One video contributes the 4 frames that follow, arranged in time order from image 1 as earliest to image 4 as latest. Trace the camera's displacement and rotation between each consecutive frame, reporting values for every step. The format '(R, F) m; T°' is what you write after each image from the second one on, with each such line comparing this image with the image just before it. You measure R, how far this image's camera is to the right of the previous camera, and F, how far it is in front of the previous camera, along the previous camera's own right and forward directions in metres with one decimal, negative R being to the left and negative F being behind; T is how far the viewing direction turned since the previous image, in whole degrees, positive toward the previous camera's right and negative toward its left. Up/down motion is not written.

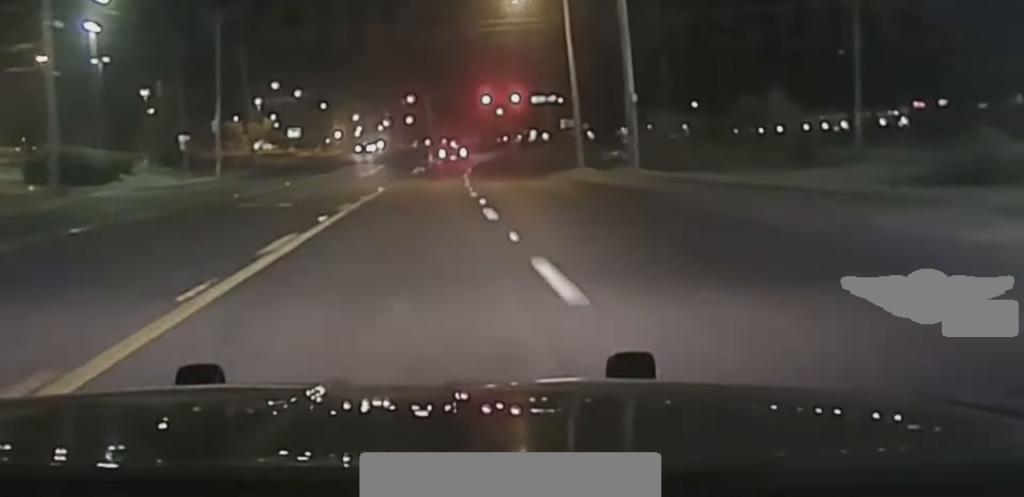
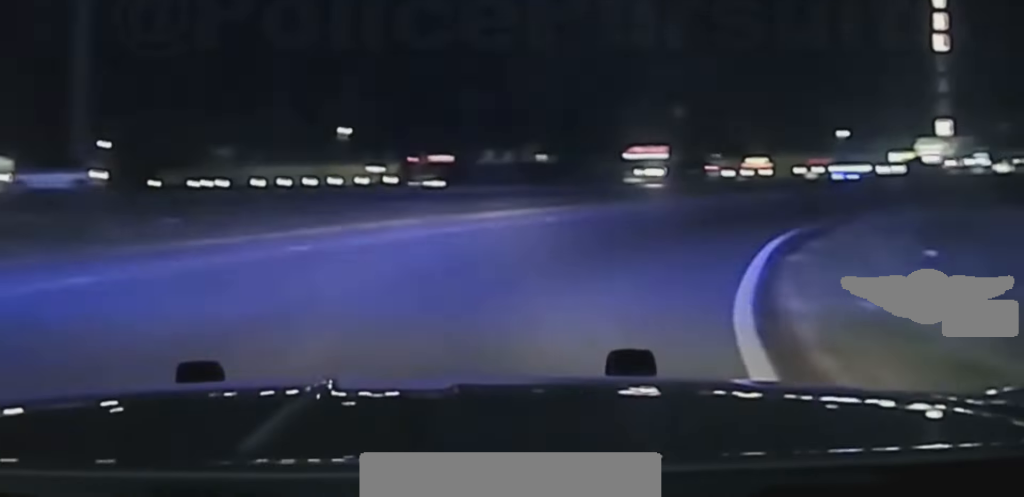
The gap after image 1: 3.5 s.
(+19.1, +76.3) m; +44°
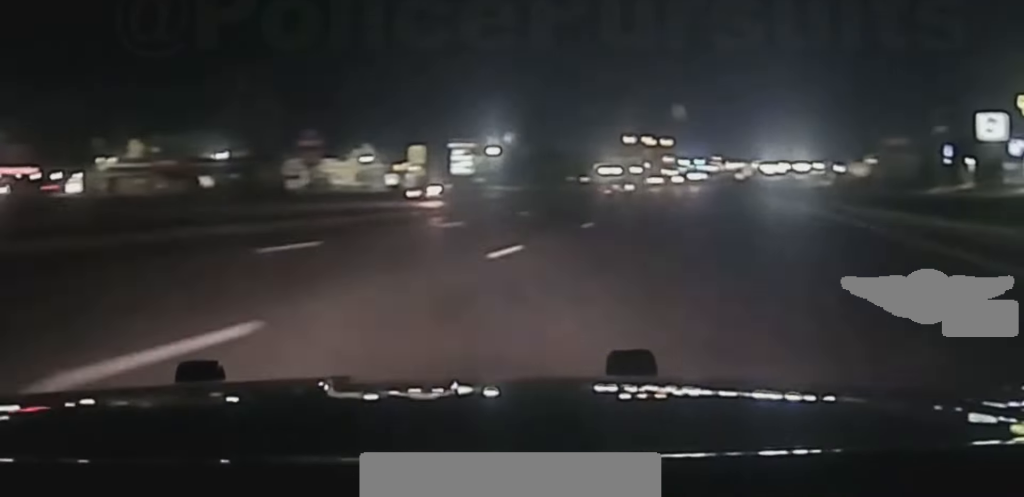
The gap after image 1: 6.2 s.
(+24.5, +53.9) m; +42°
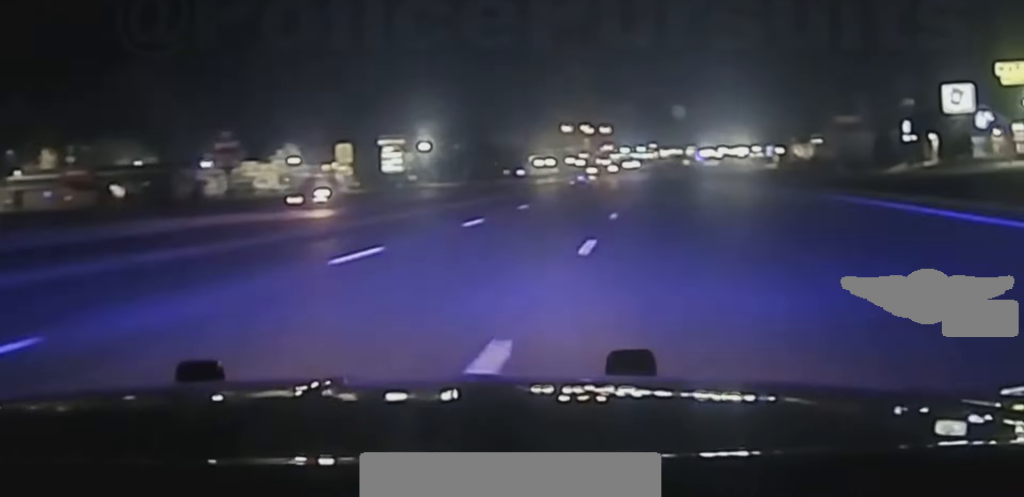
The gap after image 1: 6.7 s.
(+0.7, +13.2) m; +4°
